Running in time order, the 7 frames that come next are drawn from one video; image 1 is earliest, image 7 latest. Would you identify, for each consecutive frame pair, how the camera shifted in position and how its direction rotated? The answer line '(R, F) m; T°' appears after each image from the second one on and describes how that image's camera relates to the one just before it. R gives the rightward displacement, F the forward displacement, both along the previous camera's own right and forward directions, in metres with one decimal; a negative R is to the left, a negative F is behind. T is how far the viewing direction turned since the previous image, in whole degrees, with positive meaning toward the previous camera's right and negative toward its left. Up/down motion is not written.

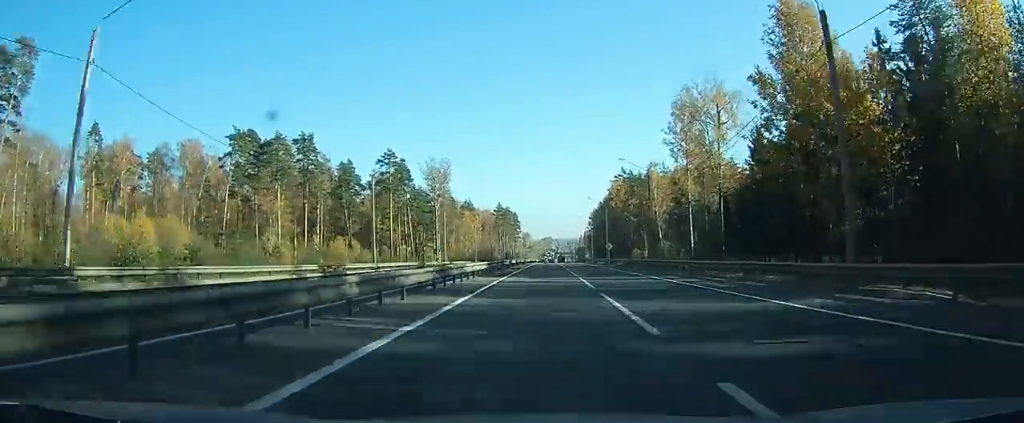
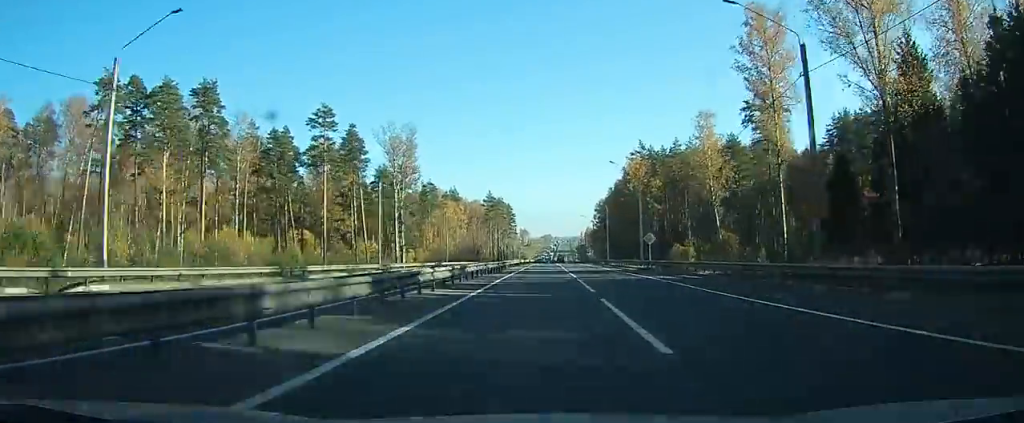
(-0.1, +38.9) m; 0°
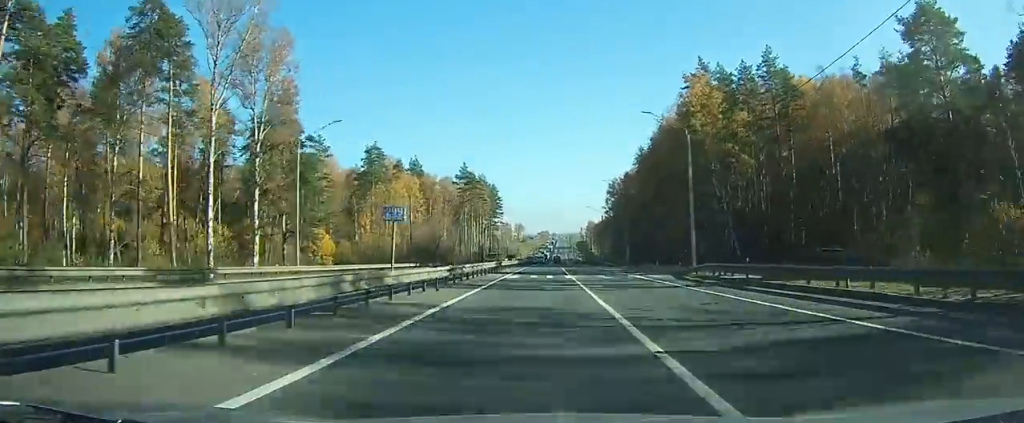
(+0.1, +61.1) m; 0°
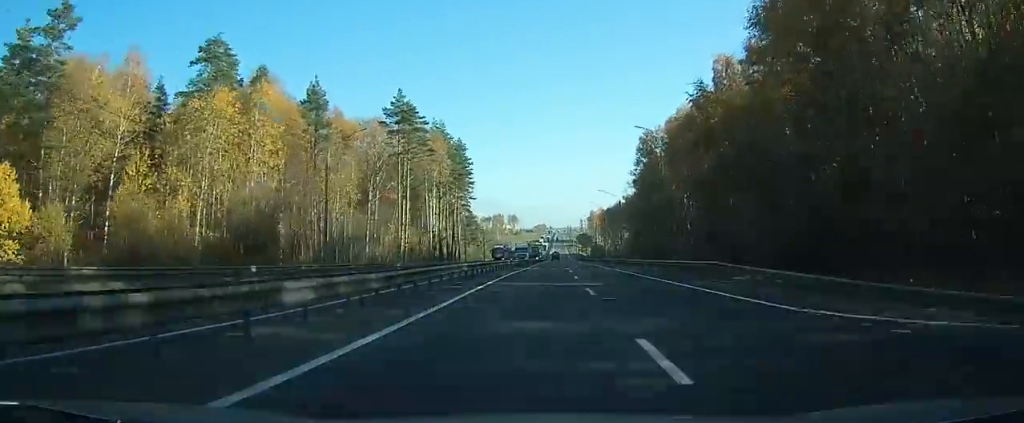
(+0.2, +66.1) m; 0°
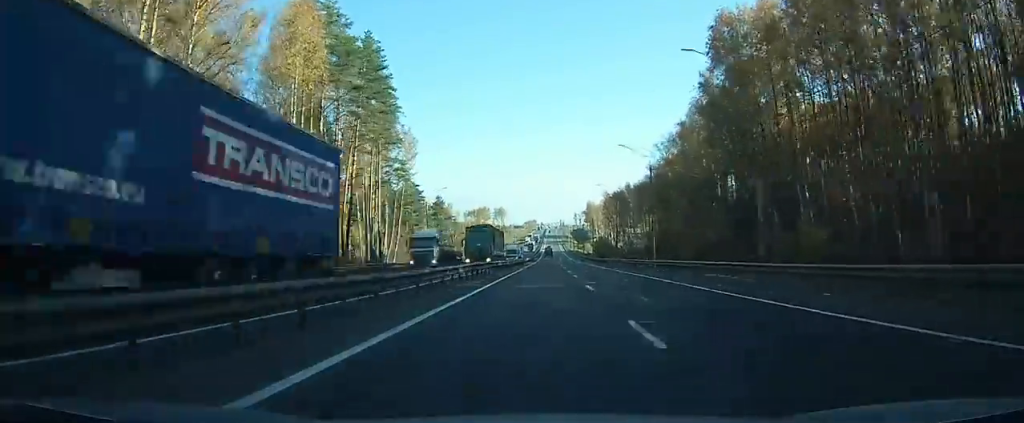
(+0.1, +56.1) m; 0°
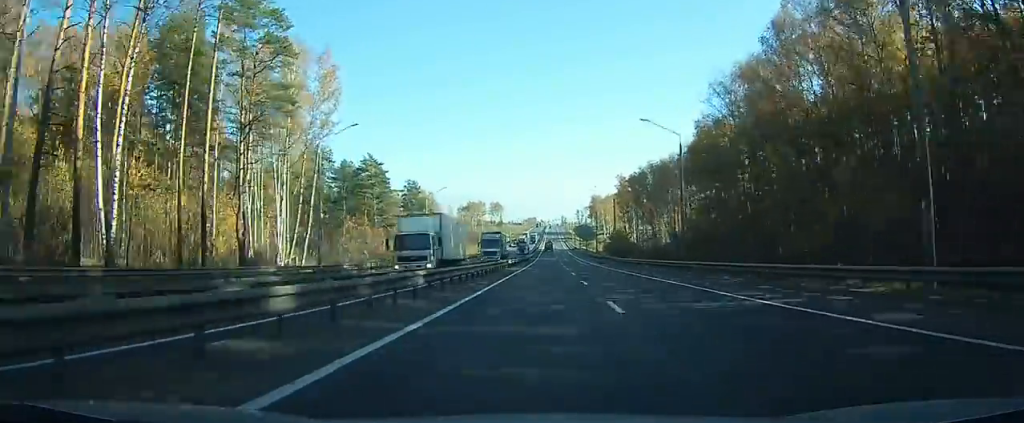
(+0.1, +42.9) m; 0°
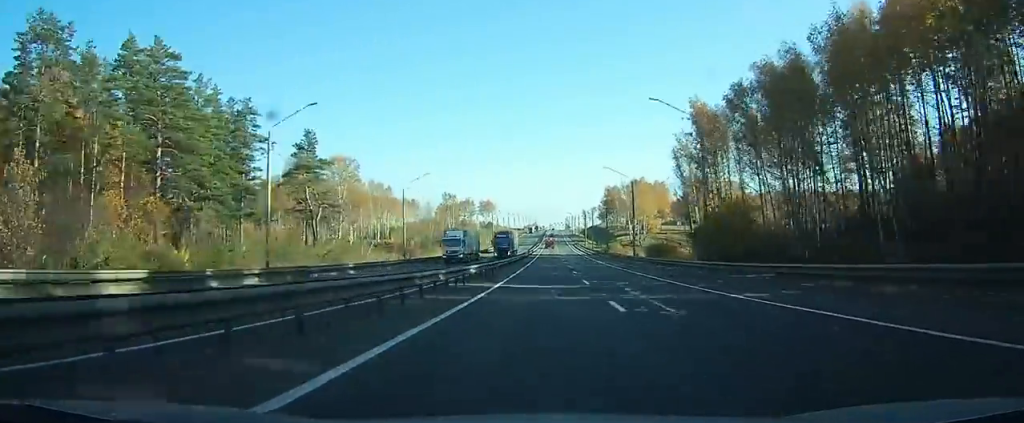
(0.0, +85.5) m; 0°
